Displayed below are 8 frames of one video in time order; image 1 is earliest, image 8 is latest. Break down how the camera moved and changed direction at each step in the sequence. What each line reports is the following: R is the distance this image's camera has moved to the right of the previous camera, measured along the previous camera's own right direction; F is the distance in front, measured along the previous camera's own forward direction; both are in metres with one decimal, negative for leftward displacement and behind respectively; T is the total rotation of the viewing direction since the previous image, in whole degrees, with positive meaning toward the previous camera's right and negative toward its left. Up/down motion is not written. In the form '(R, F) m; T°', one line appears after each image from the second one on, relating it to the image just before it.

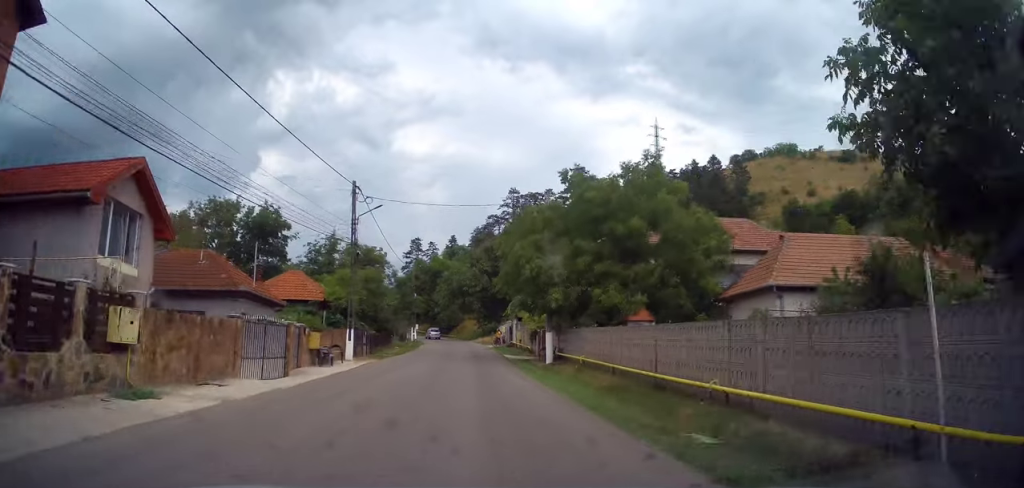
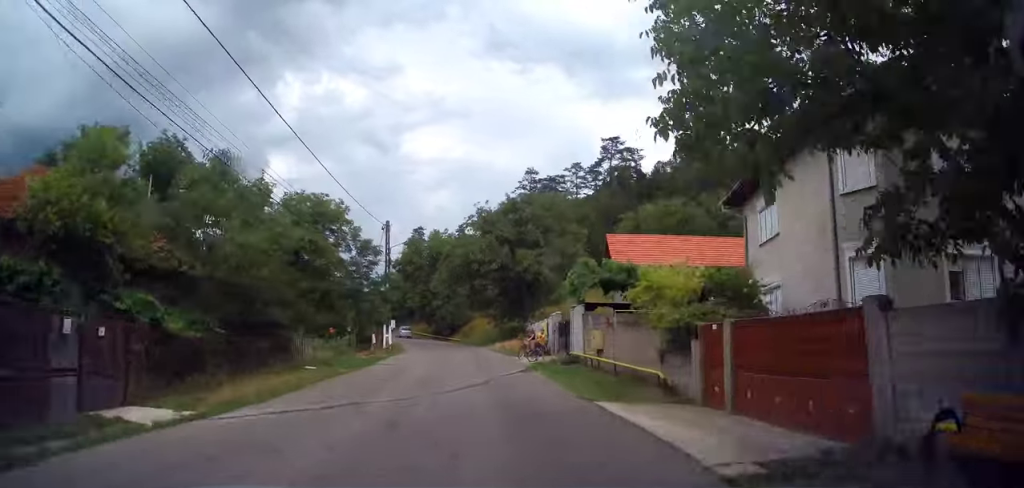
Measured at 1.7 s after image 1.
(-0.4, +23.9) m; -3°
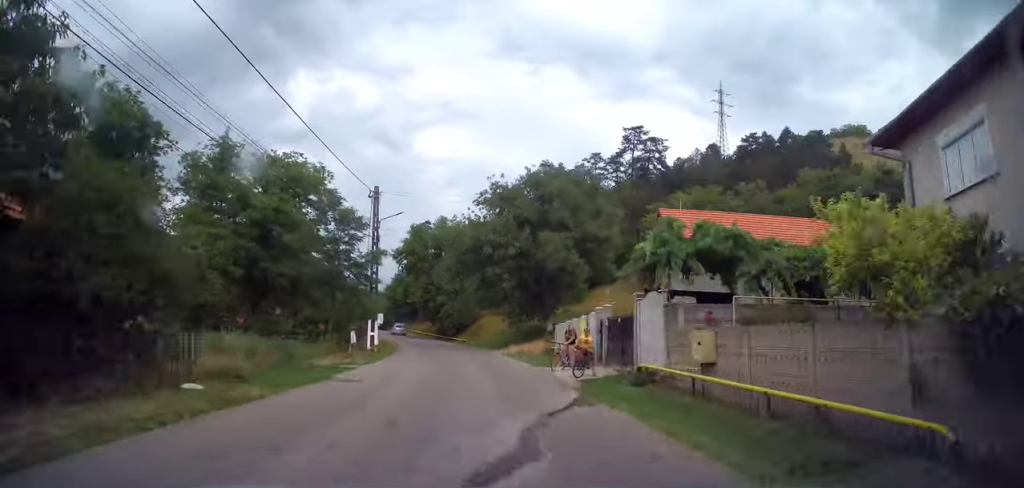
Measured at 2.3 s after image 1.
(-0.1, +8.4) m; -1°
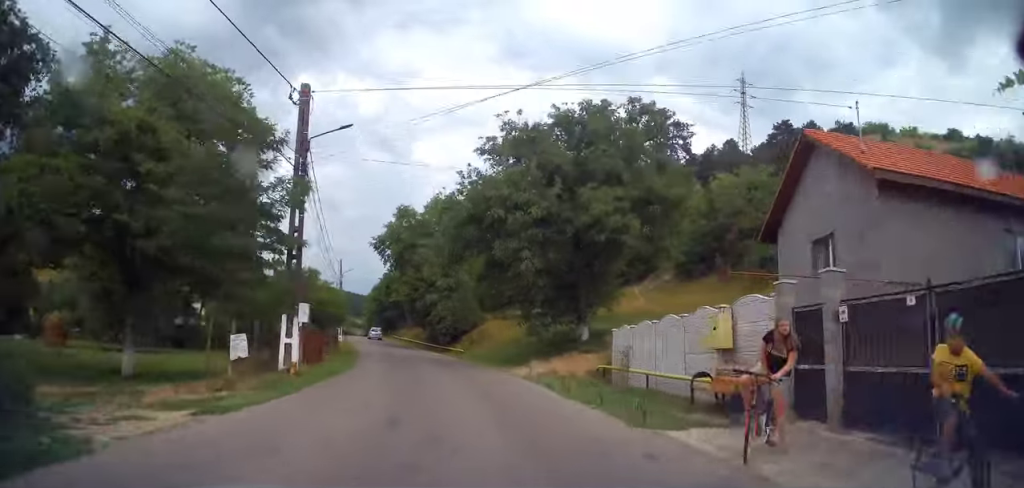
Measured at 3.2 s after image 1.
(0.0, +13.1) m; 0°
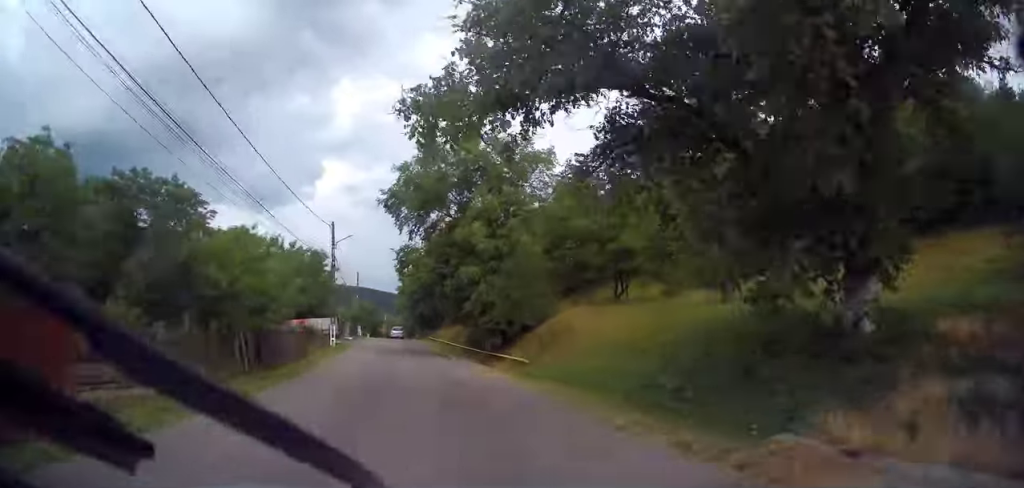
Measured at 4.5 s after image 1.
(-0.3, +18.5) m; -4°
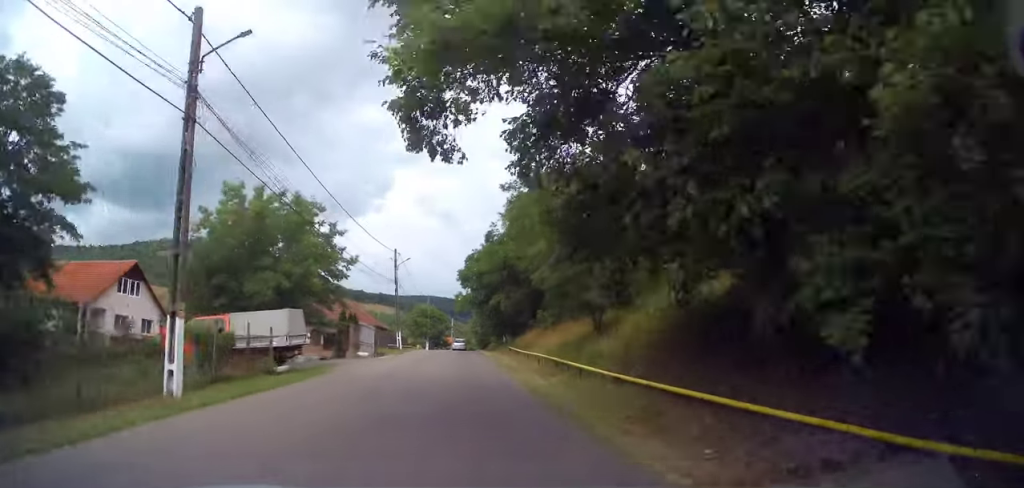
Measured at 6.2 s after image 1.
(-2.3, +25.0) m; -8°
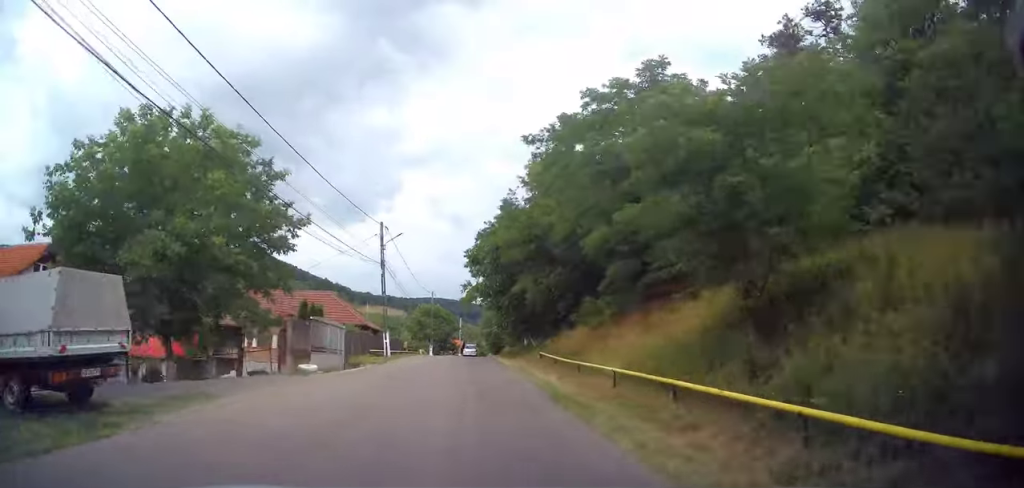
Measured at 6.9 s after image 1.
(+0.2, +11.4) m; 0°
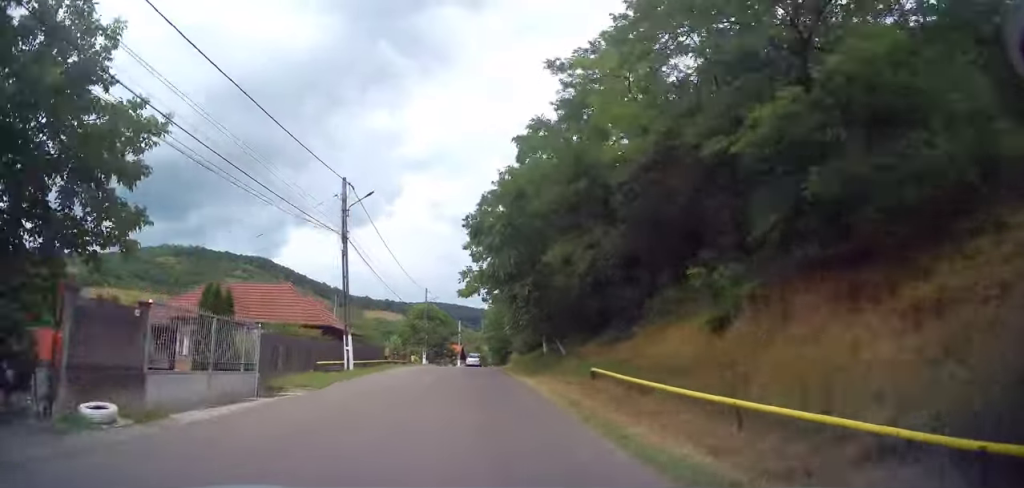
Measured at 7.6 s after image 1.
(-0.1, +10.4) m; -1°
